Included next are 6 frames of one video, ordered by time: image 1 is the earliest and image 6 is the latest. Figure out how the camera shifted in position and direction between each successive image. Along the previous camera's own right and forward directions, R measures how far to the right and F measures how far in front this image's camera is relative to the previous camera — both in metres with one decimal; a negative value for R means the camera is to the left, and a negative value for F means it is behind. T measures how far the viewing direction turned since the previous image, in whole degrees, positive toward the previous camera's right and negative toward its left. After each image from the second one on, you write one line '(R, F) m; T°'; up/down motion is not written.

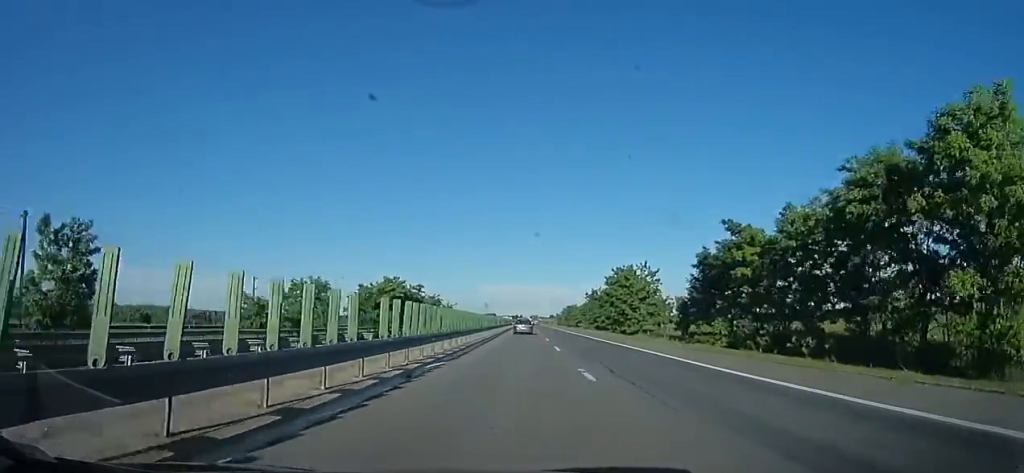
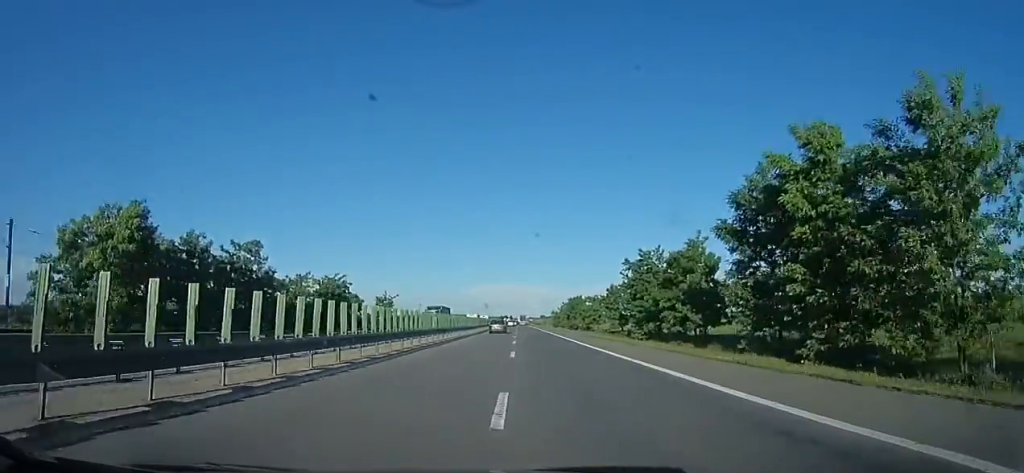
(+1.1, +52.1) m; +3°
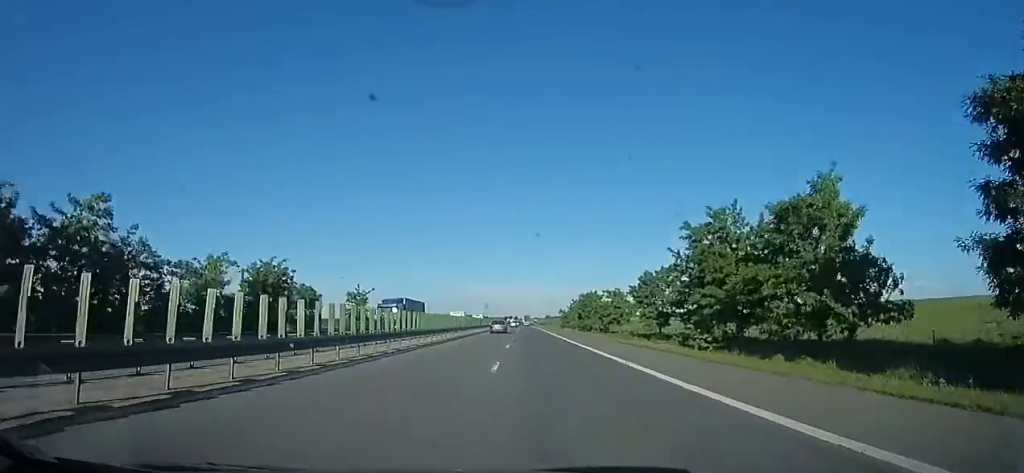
(+0.8, +16.8) m; 0°
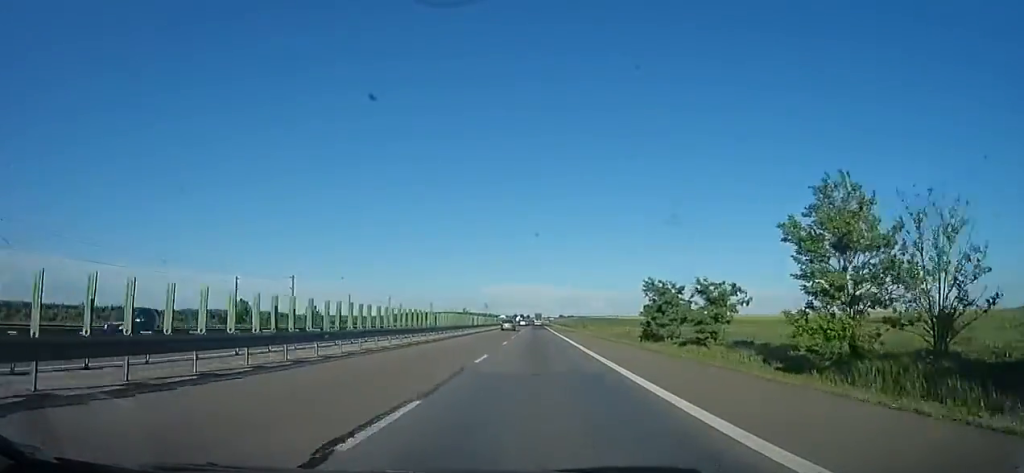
(-3.7, +92.6) m; -3°
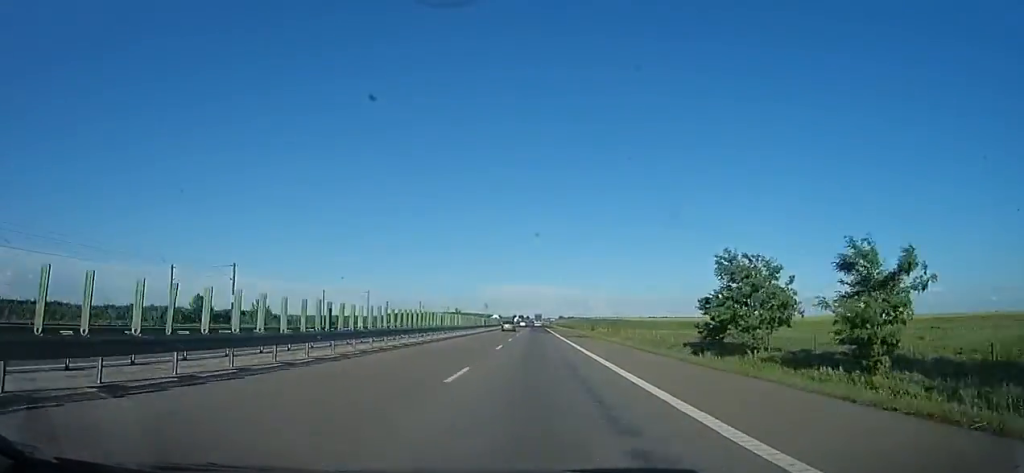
(0.0, +16.5) m; 0°
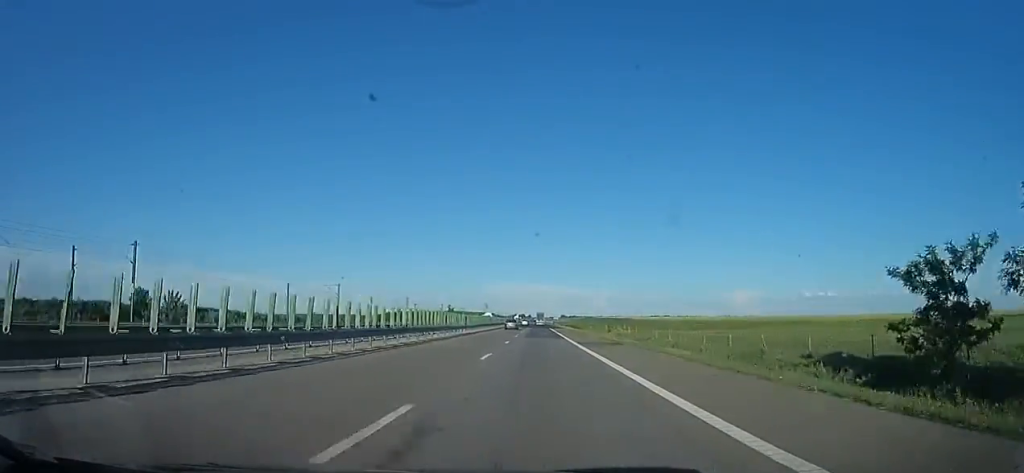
(0.0, +18.3) m; 0°
